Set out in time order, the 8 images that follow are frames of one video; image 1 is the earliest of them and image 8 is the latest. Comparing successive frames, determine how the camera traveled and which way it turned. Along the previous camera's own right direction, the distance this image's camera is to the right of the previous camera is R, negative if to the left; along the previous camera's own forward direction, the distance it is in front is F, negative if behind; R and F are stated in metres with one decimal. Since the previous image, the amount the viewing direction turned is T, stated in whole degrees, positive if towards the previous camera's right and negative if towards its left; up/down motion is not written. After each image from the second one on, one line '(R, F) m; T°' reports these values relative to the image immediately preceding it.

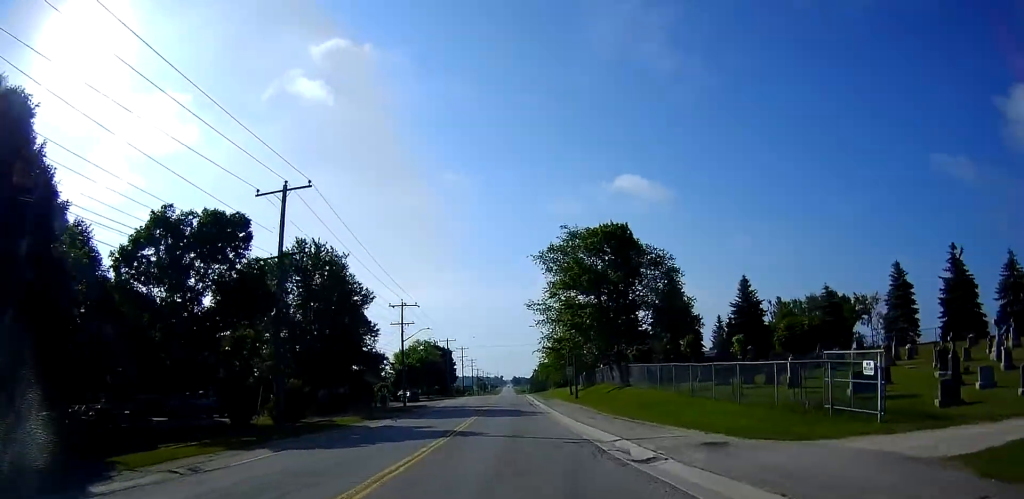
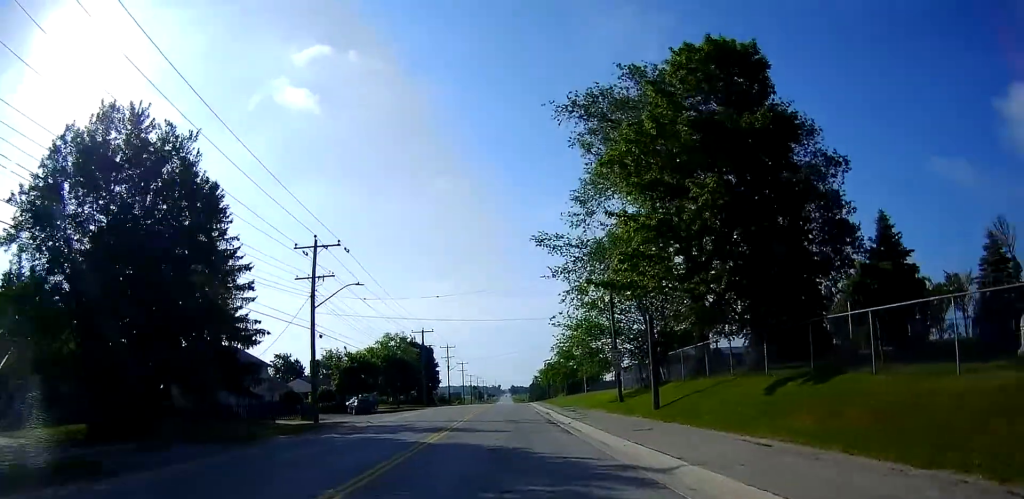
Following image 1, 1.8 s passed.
(-0.5, +27.5) m; 0°
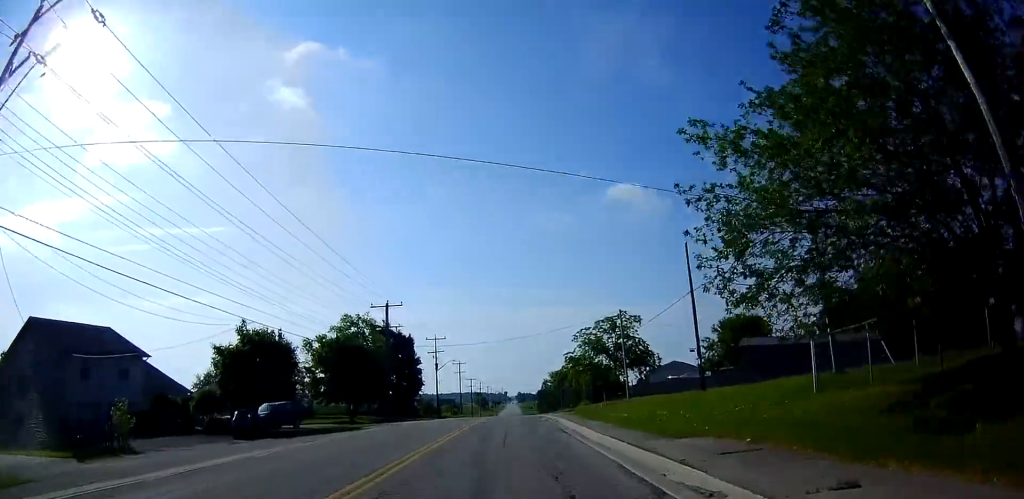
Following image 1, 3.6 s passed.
(+0.5, +26.6) m; 0°
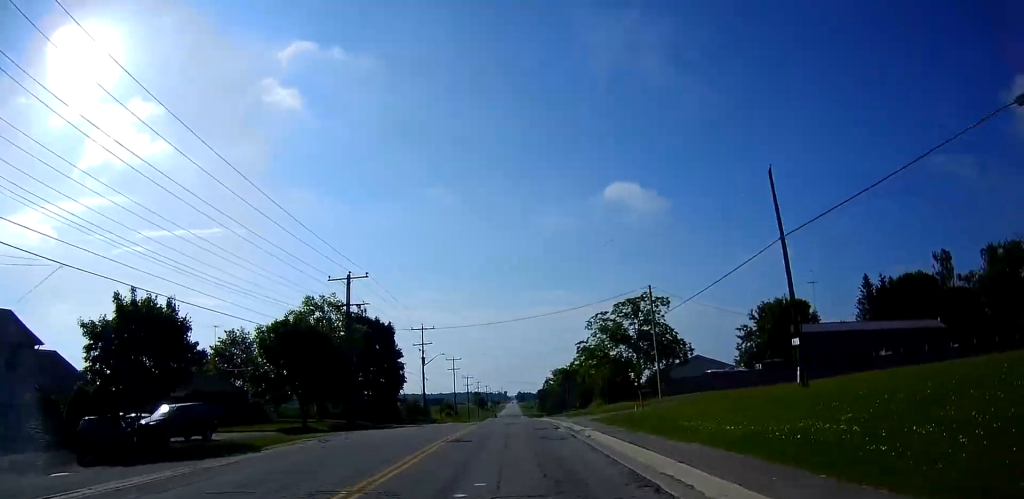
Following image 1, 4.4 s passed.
(-0.2, +13.1) m; -2°
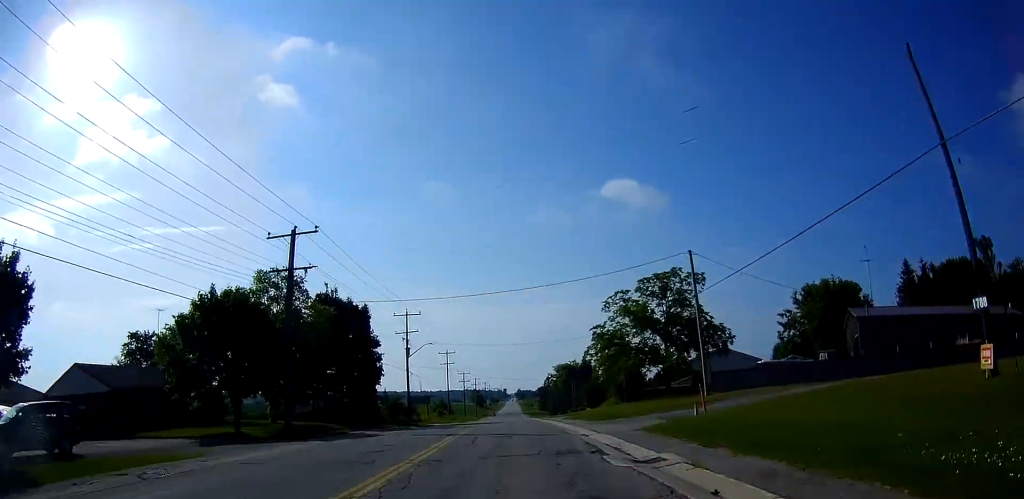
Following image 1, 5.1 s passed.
(-0.5, +11.2) m; +1°
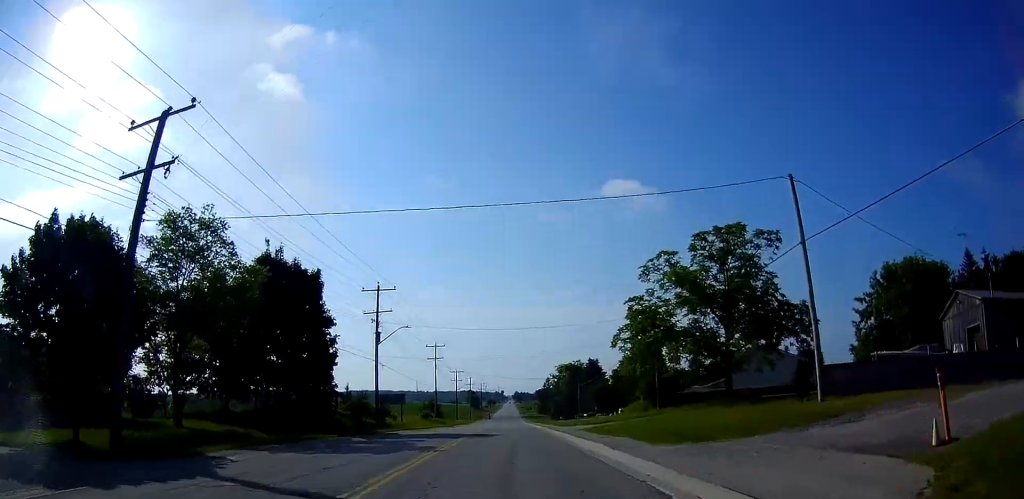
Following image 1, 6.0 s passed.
(+0.7, +14.0) m; +1°
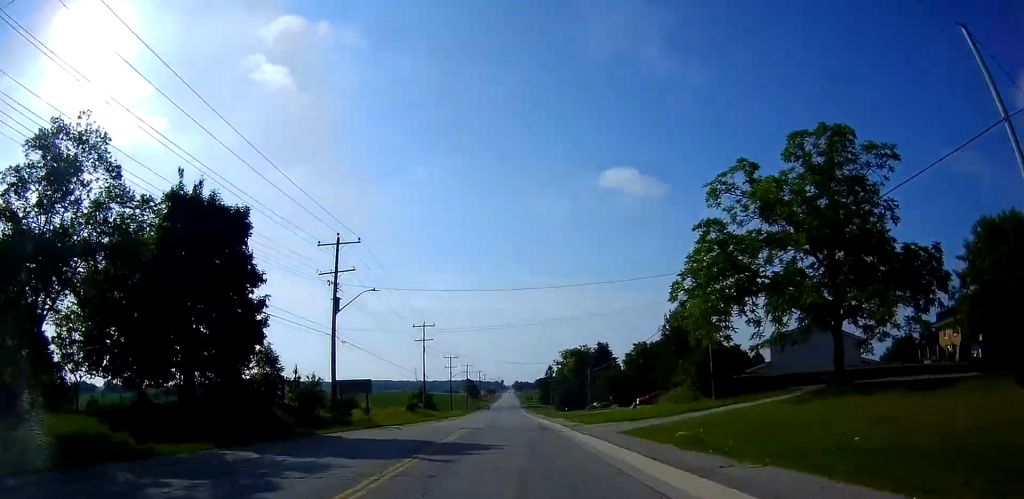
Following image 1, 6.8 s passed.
(-0.2, +12.2) m; 0°
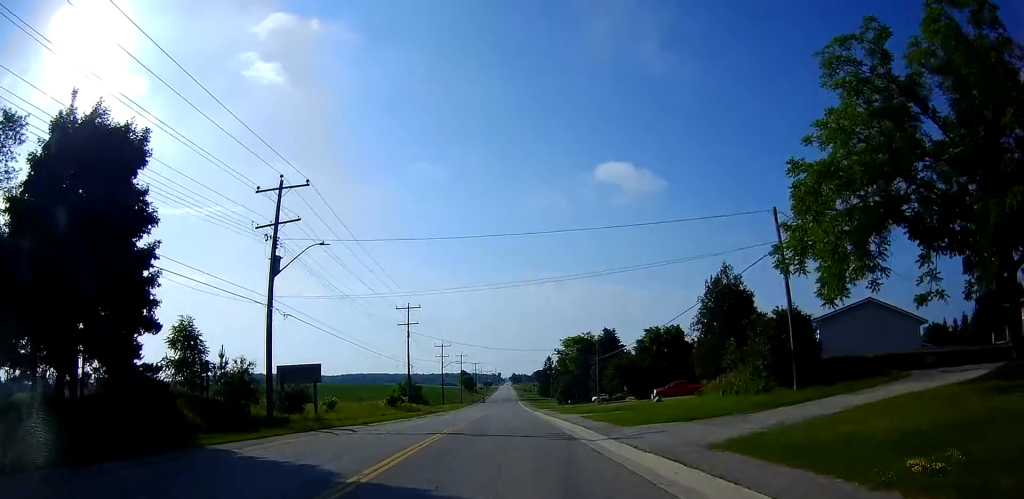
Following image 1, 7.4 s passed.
(-0.1, +10.0) m; 0°
